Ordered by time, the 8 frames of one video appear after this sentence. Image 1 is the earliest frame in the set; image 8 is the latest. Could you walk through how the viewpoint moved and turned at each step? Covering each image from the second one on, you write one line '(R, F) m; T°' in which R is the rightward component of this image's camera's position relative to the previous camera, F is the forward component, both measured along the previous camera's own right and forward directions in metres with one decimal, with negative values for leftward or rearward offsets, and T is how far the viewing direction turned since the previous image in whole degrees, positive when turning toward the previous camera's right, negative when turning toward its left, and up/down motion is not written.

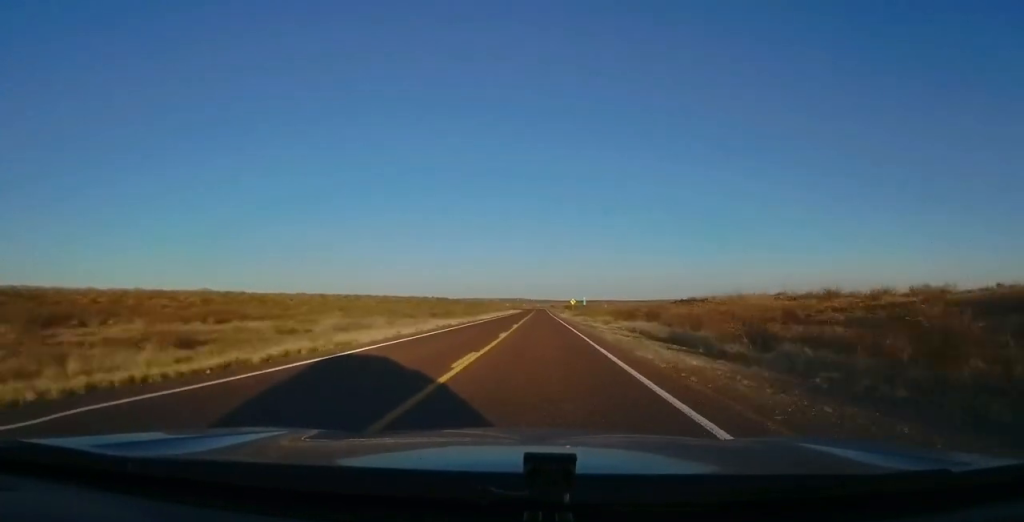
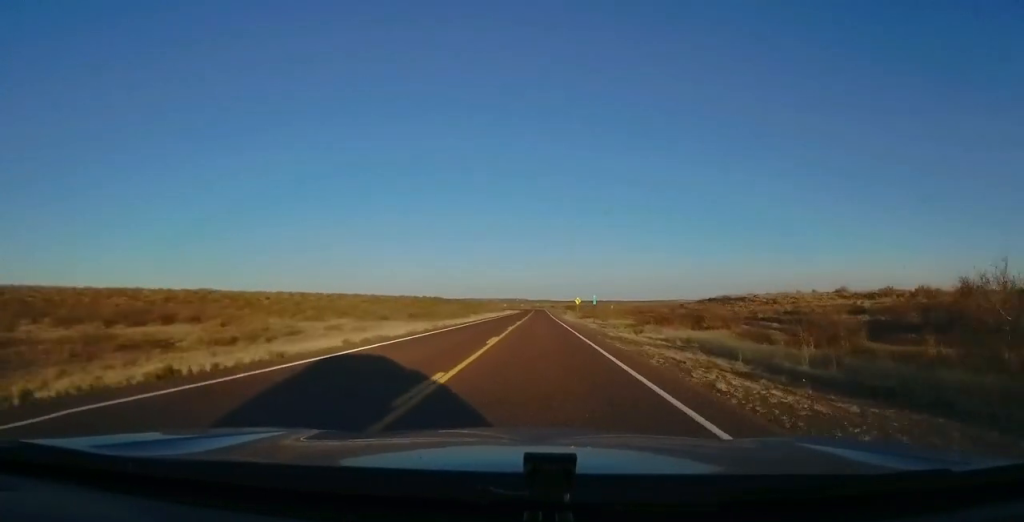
(+0.3, +16.5) m; +1°
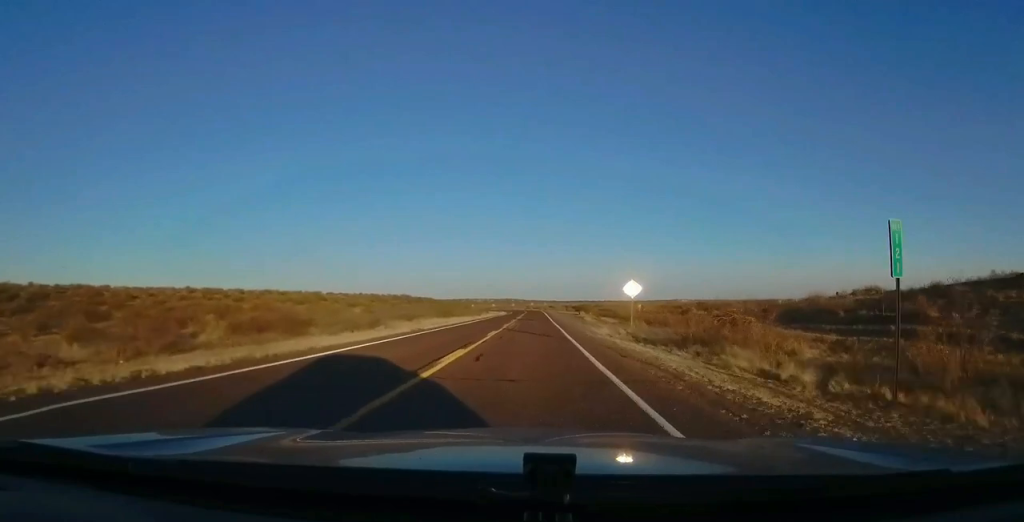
(-0.1, +56.0) m; -1°
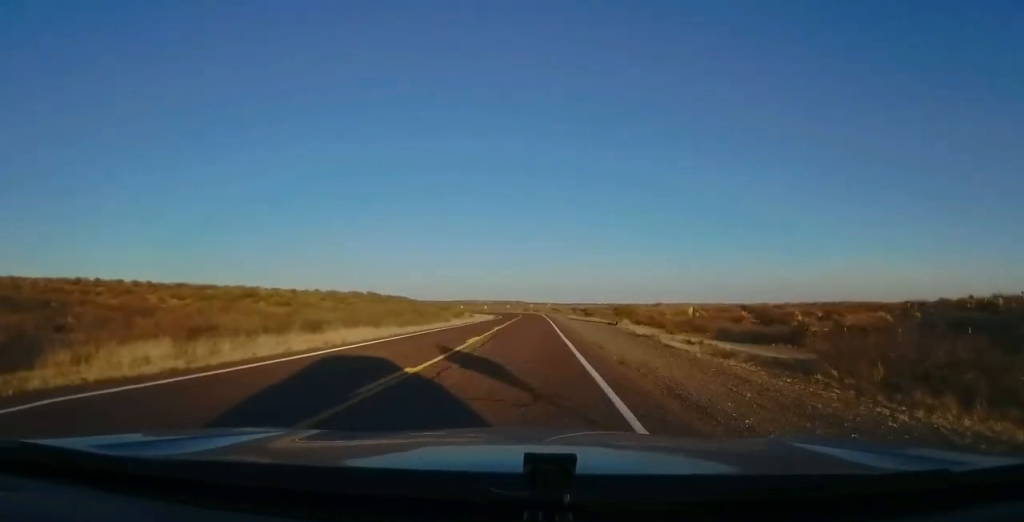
(+0.3, +41.4) m; +1°
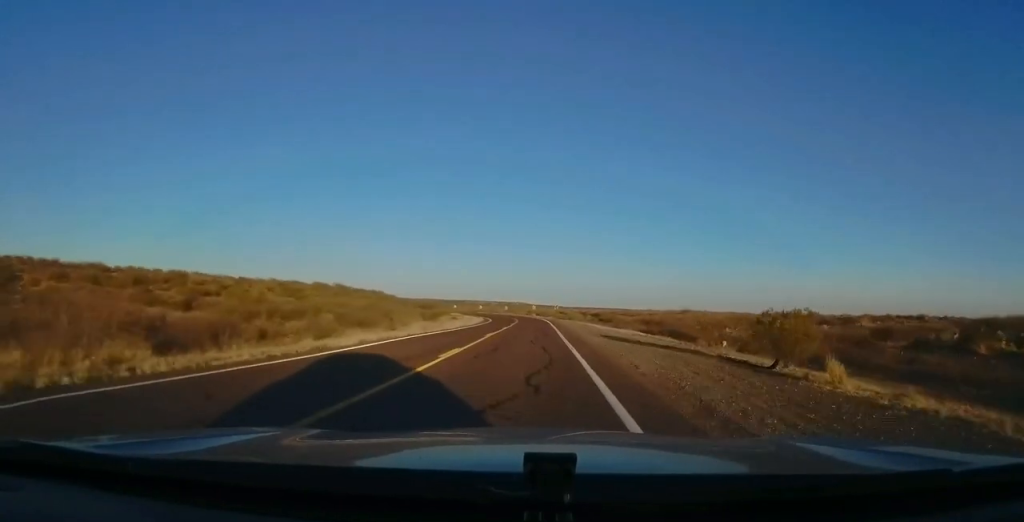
(0.0, +29.8) m; -1°
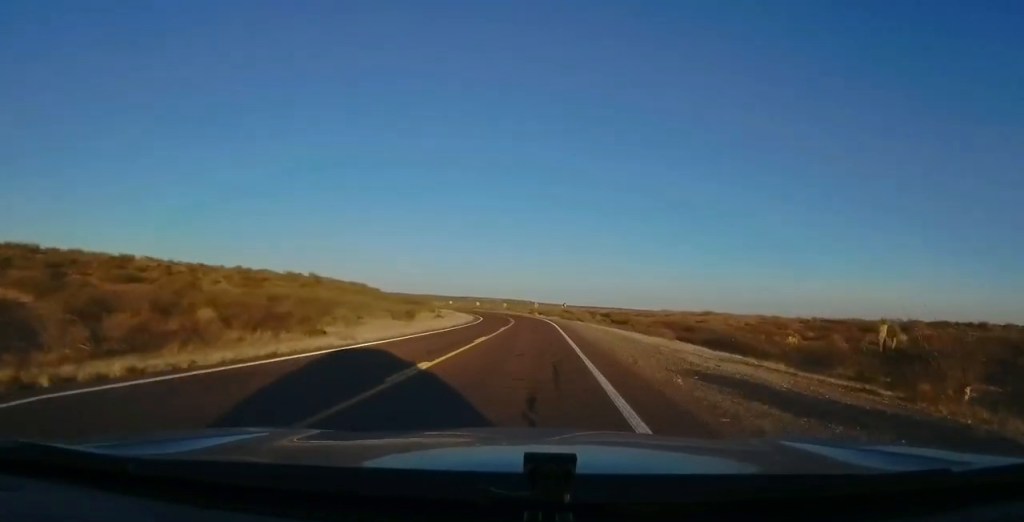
(-0.3, +17.3) m; -1°
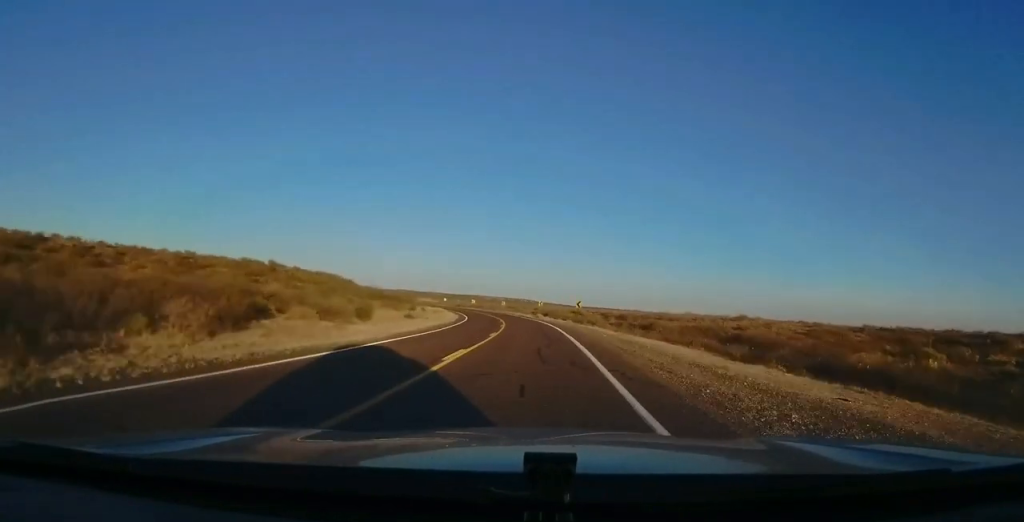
(-0.1, +20.2) m; -1°
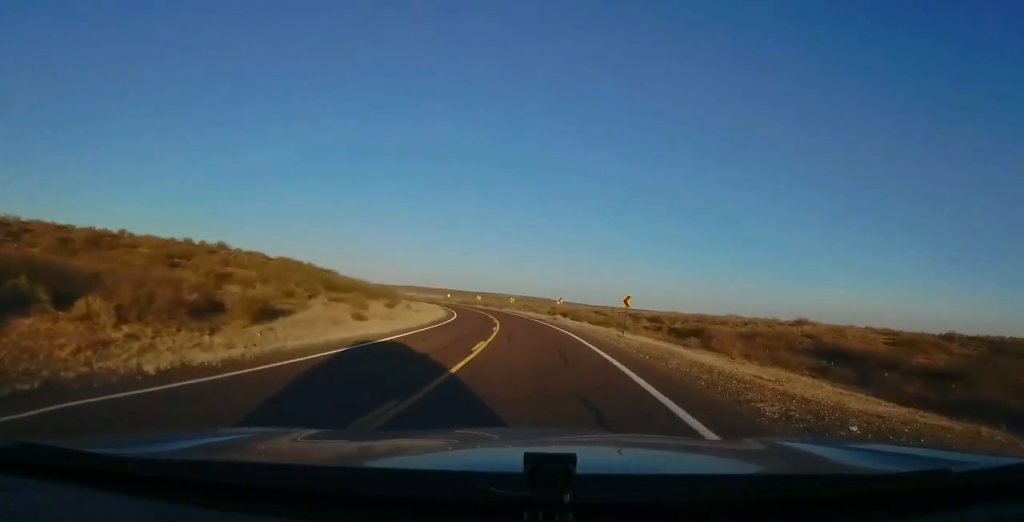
(+0.1, +21.2) m; -1°
